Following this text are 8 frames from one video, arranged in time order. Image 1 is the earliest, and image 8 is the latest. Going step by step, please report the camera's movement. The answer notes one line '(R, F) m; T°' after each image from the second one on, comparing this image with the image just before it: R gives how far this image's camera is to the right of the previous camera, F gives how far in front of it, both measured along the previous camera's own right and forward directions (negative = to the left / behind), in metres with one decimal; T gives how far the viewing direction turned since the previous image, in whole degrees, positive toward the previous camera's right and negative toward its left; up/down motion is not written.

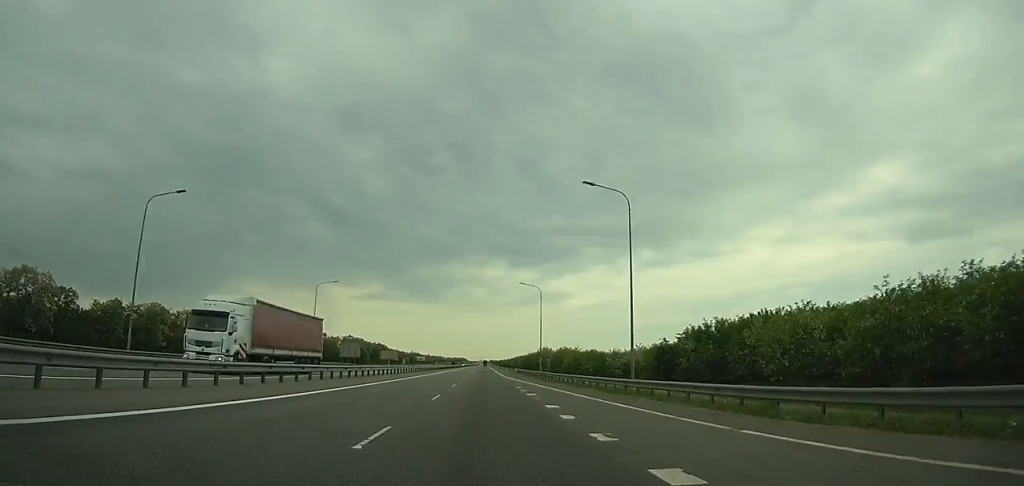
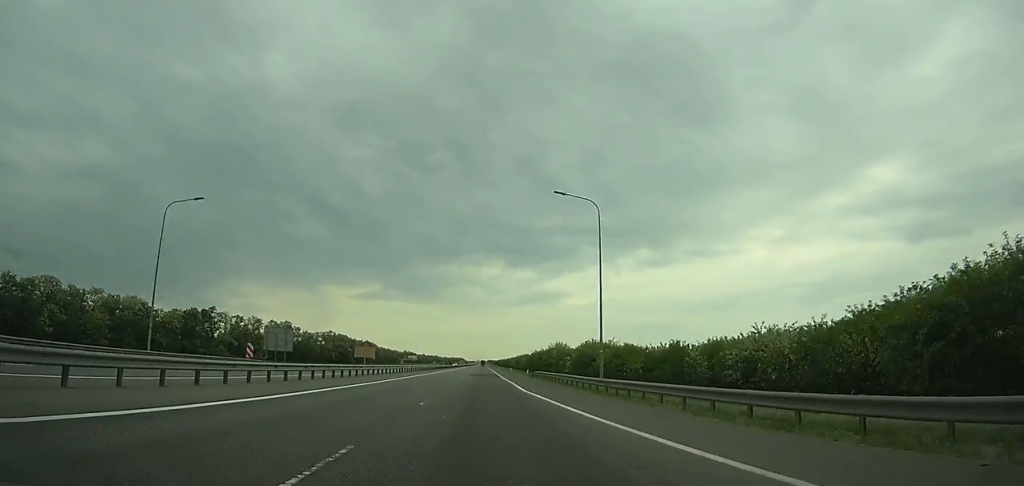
(0.0, +38.2) m; 0°
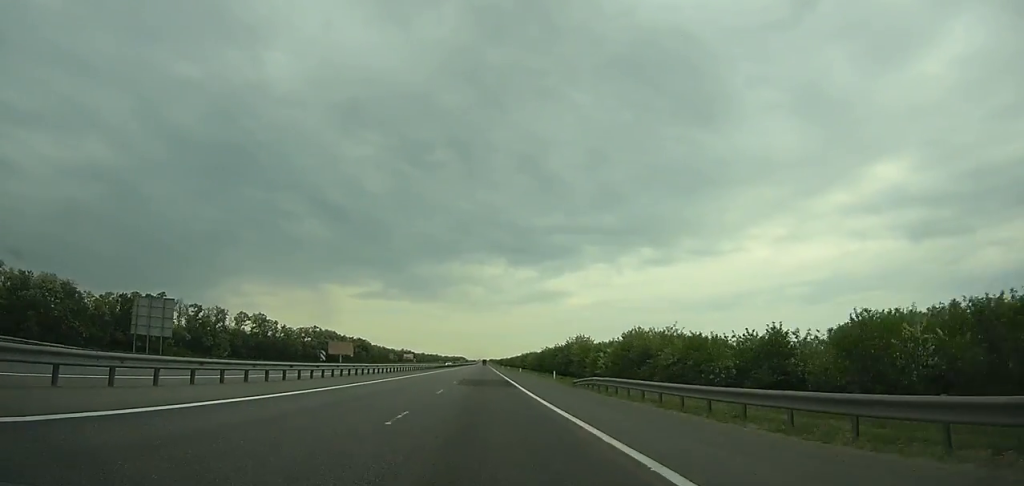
(0.0, +31.1) m; 0°
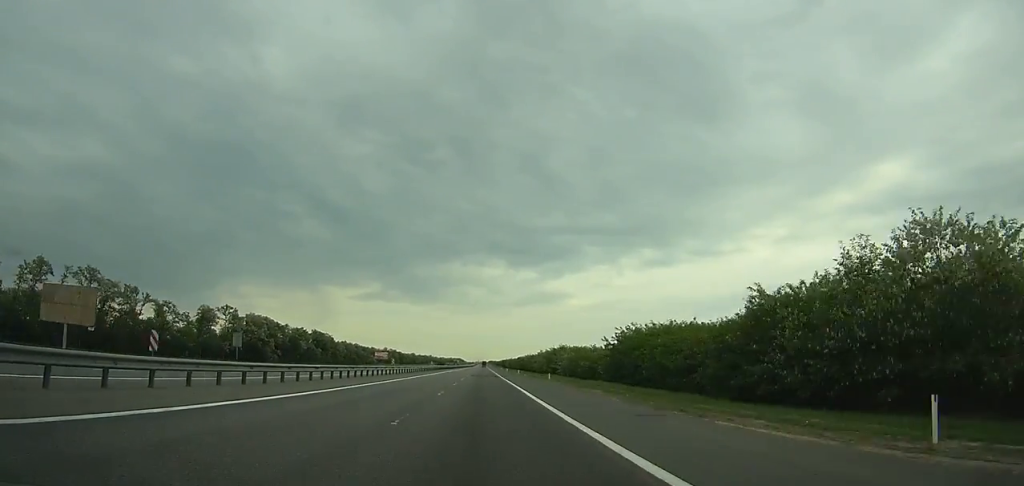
(0.0, +95.8) m; 0°
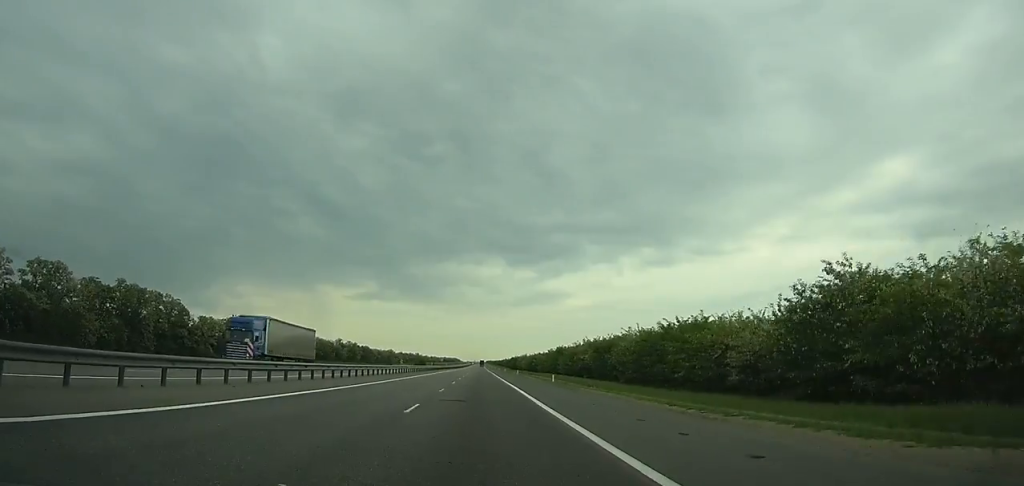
(-0.6, +154.8) m; 0°
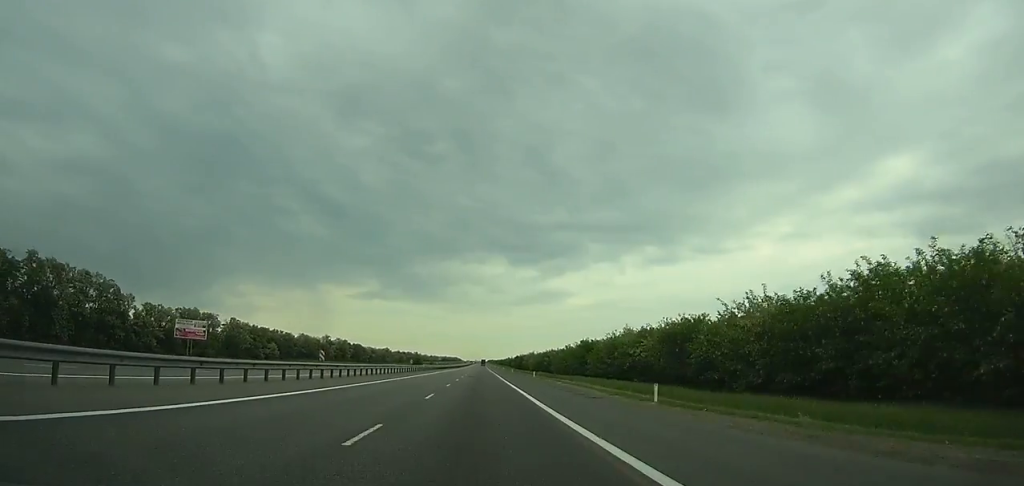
(0.0, +29.3) m; 0°
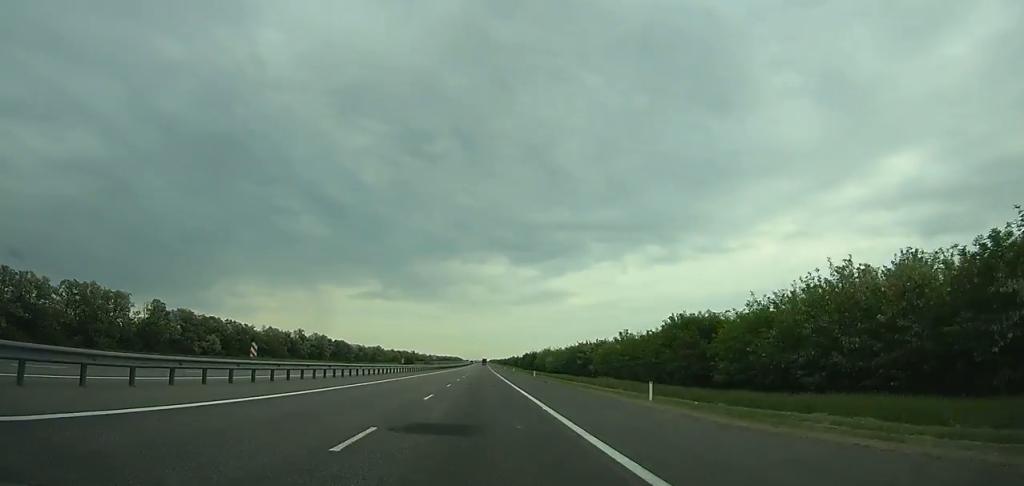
(+0.1, +49.6) m; 0°
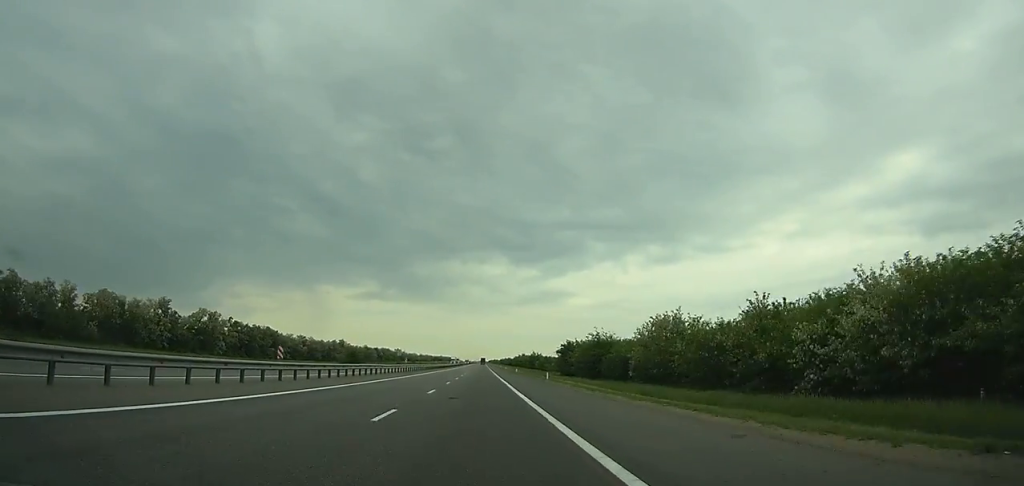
(+0.4, +115.9) m; 0°
